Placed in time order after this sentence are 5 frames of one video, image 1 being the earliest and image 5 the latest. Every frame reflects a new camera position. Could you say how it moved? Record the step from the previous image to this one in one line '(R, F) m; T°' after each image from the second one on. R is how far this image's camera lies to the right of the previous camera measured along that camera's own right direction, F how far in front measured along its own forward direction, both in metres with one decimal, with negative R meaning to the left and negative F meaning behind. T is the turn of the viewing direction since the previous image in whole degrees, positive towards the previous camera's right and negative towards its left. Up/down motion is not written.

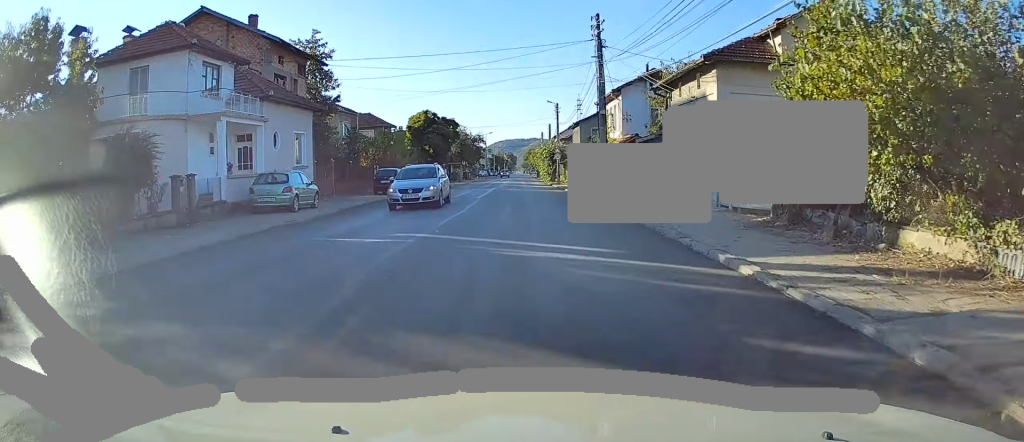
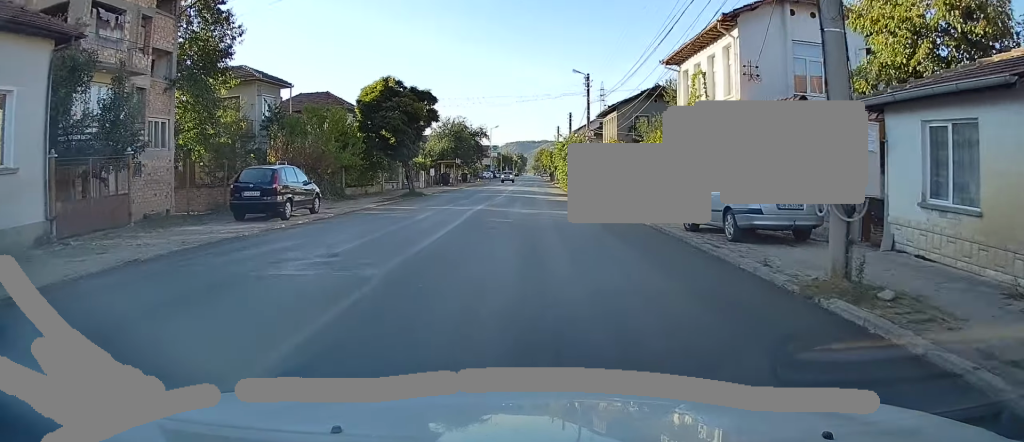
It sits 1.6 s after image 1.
(+0.1, +20.7) m; 0°
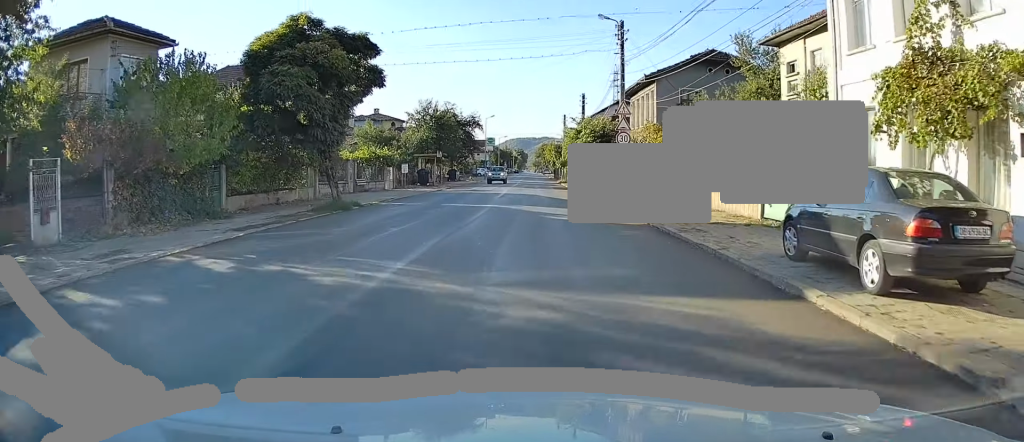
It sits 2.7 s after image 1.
(-0.1, +14.9) m; 0°
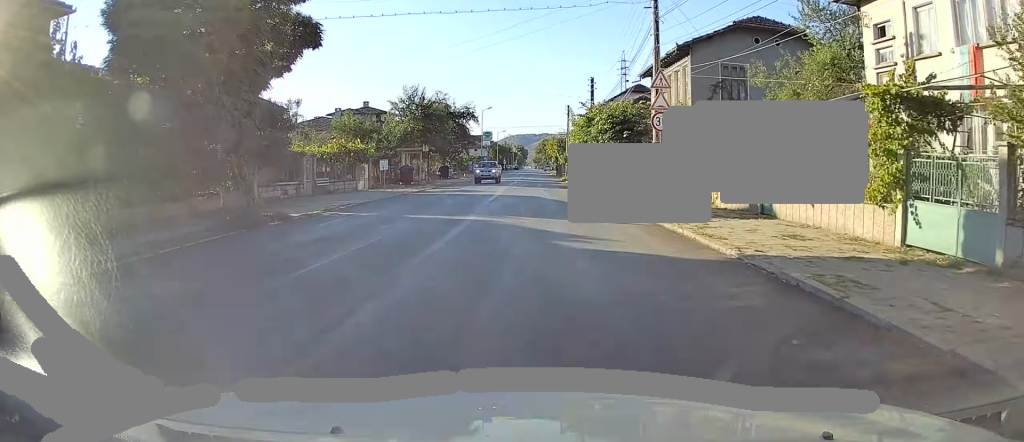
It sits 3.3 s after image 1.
(+0.2, +7.5) m; 0°
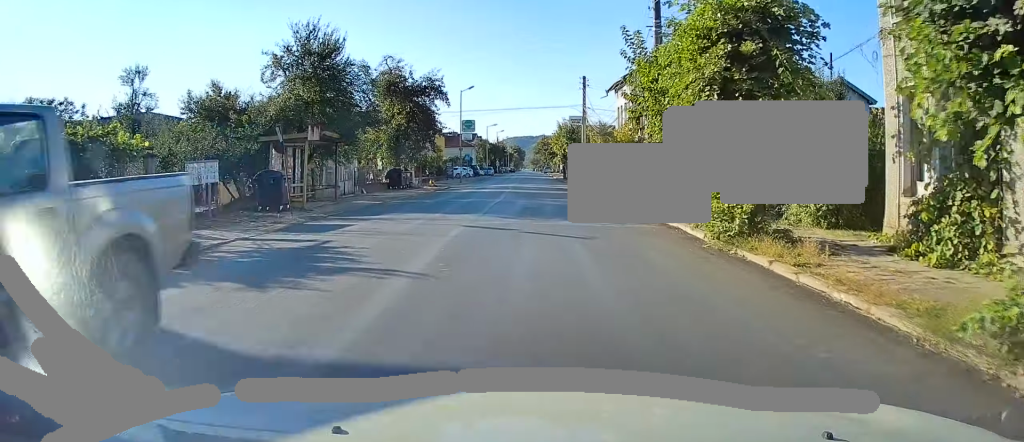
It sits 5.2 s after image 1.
(-0.5, +24.5) m; -1°
